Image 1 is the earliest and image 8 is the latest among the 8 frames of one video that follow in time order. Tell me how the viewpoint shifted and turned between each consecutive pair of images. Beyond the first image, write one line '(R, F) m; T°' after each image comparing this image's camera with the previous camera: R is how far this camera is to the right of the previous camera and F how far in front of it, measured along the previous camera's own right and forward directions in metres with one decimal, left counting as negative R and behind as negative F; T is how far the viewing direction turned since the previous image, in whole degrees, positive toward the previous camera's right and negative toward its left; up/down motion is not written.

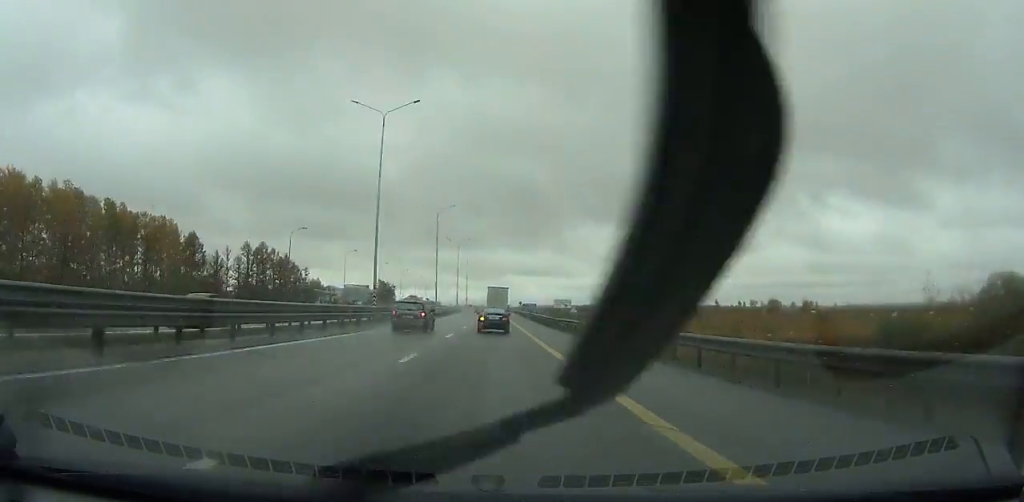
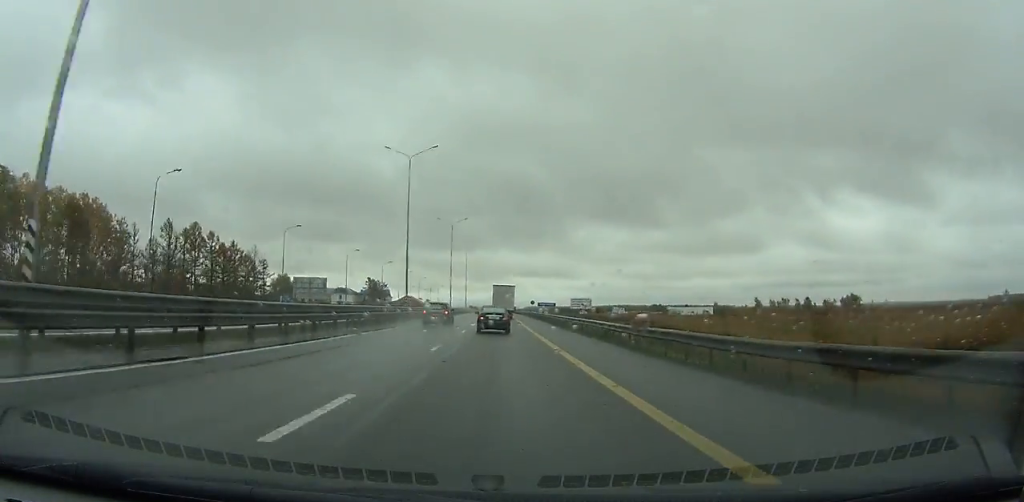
(+0.2, +34.0) m; -1°
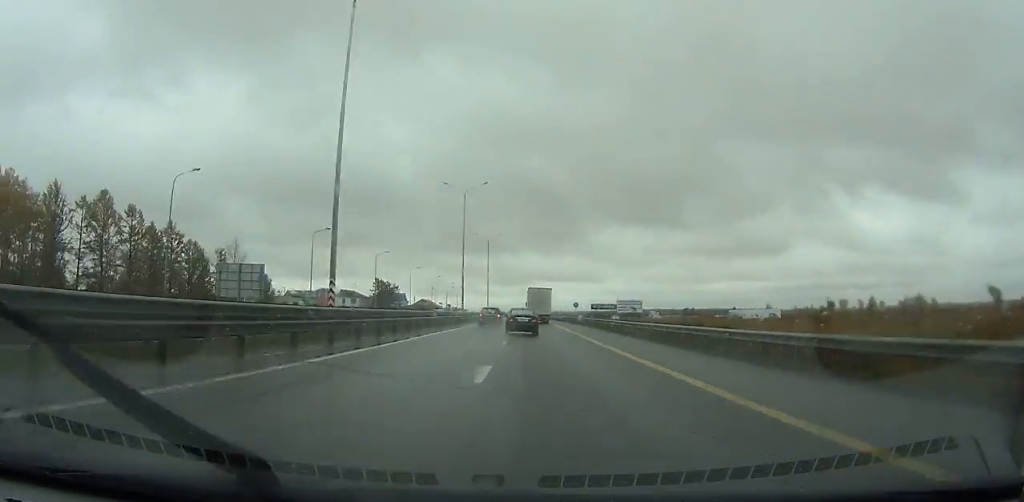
(-0.6, +33.6) m; 0°
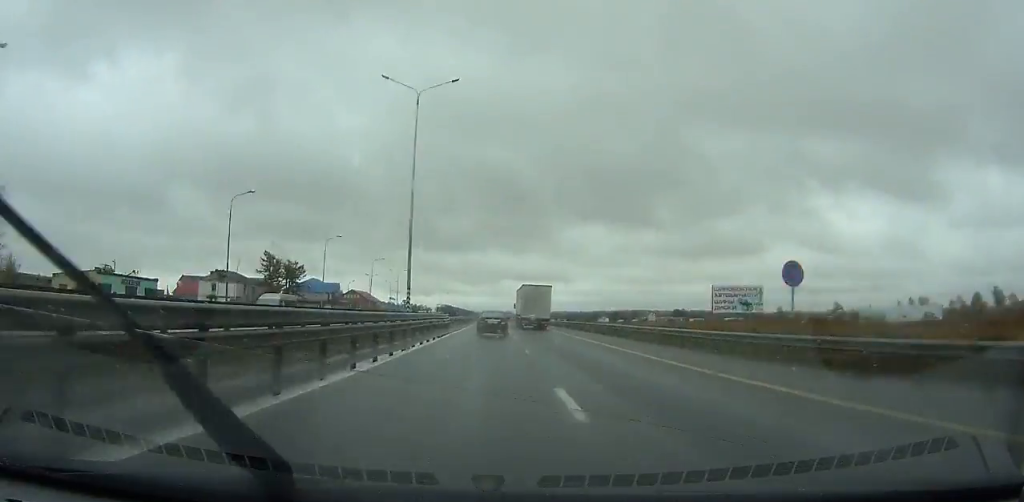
(+0.2, +76.9) m; +1°
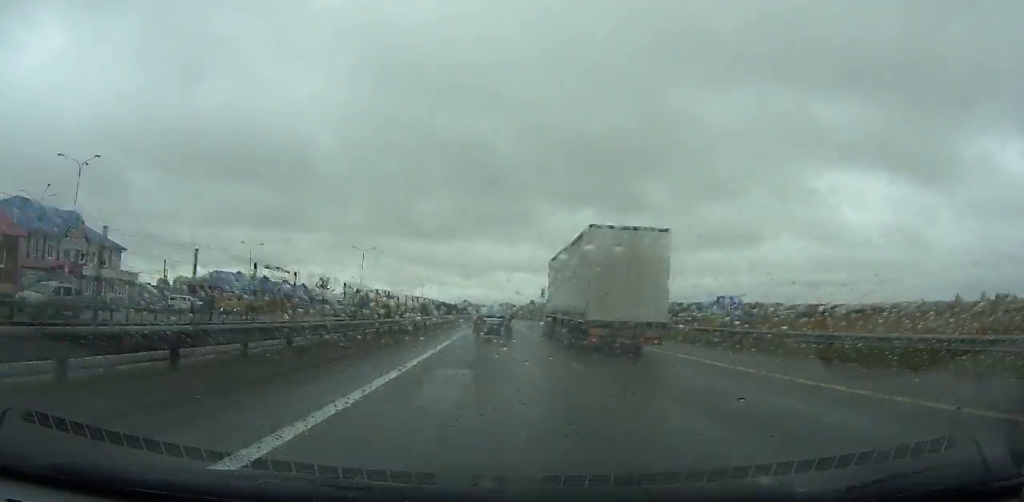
(+1.1, +136.4) m; 0°
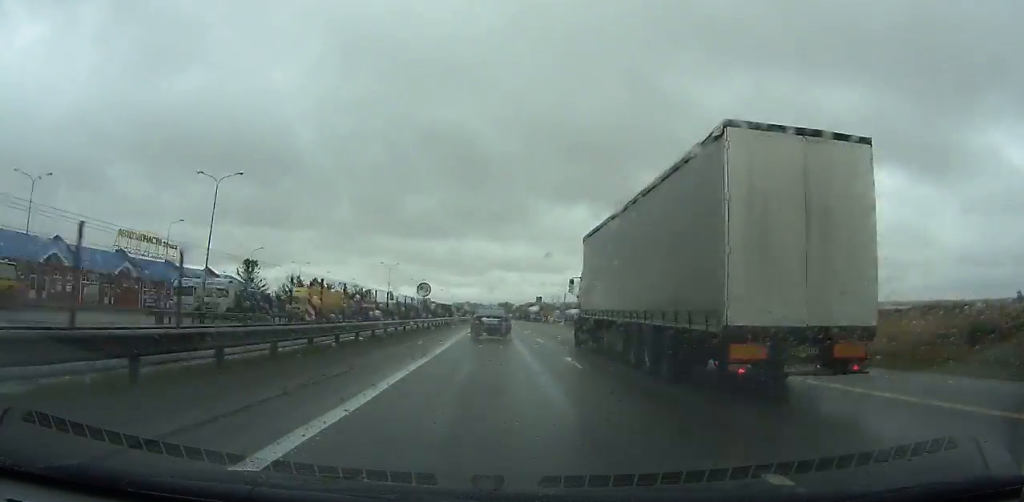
(0.0, +49.2) m; 0°
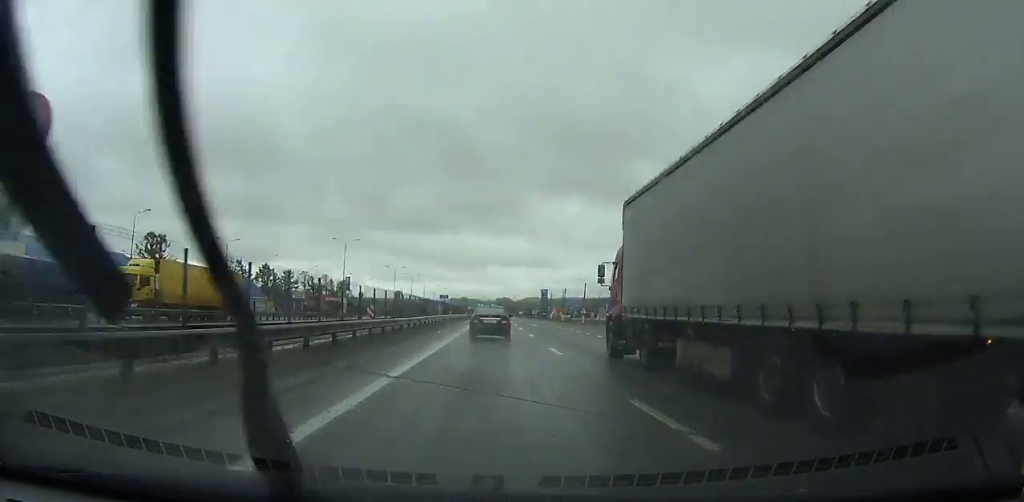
(+0.1, +32.9) m; 0°
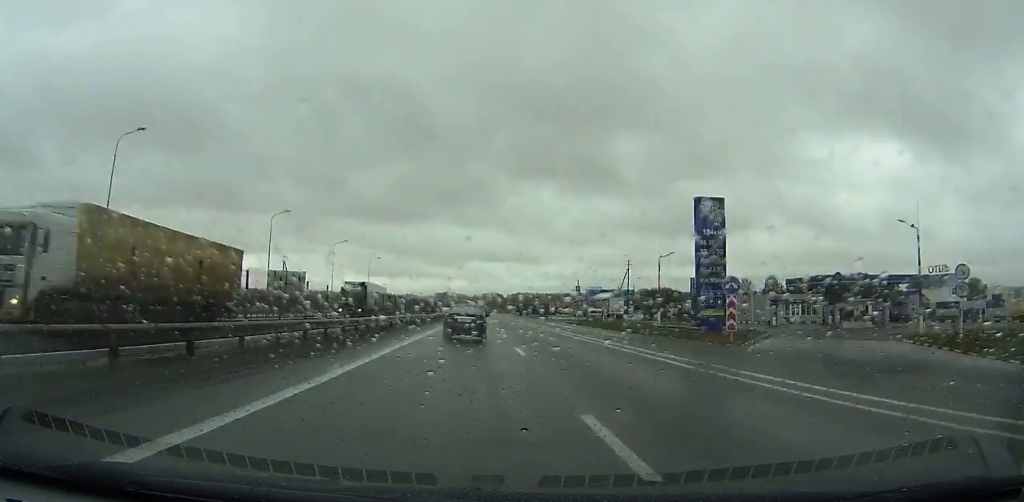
(+1.2, +147.6) m; +1°
